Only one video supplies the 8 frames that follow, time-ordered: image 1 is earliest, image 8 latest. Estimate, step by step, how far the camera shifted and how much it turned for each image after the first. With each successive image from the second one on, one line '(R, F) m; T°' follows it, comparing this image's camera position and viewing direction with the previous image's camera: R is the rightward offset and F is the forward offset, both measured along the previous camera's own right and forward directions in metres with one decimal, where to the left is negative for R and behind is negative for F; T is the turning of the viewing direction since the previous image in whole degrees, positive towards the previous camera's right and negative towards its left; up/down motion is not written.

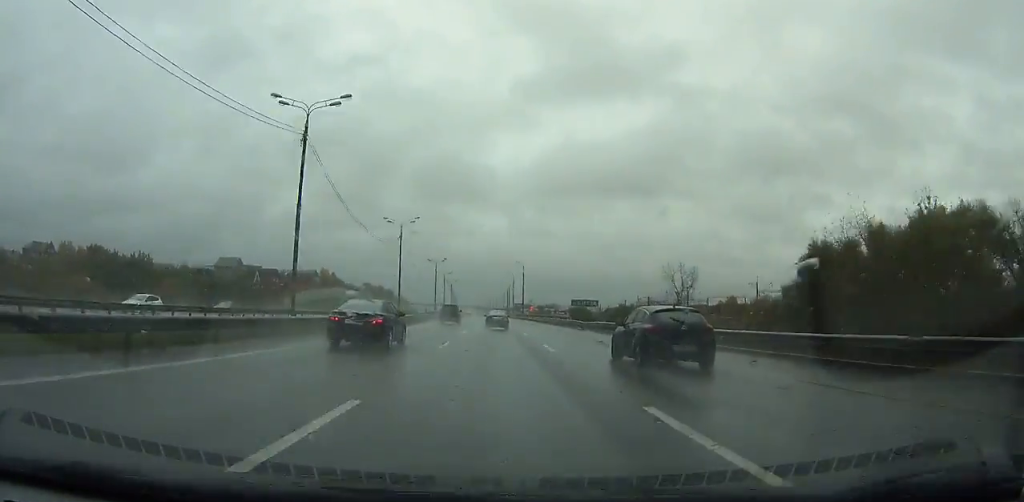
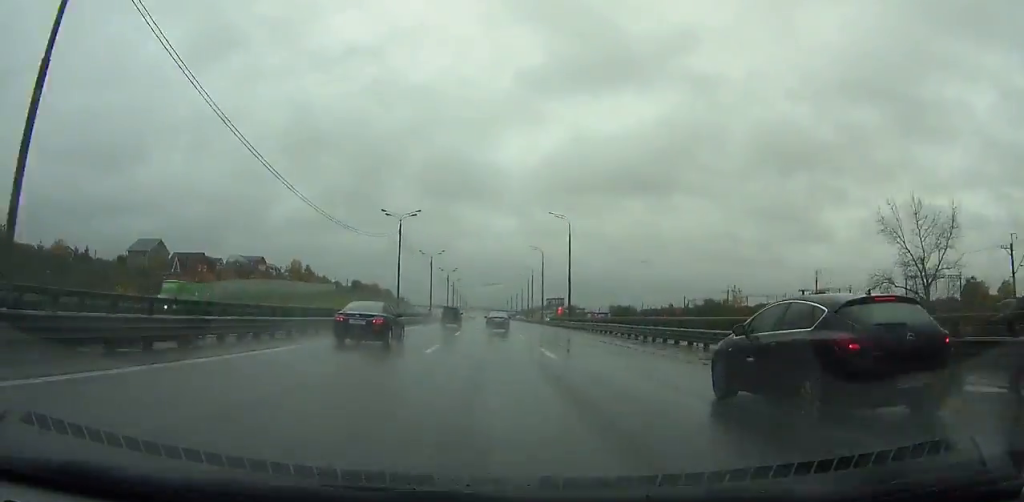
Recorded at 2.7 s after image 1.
(-0.6, +76.0) m; -1°
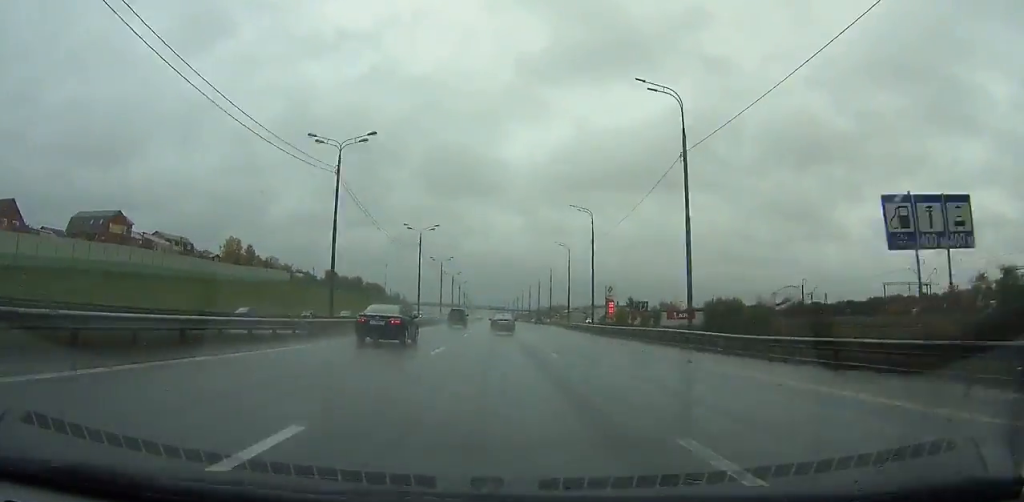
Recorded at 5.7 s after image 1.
(-0.8, +83.8) m; -1°
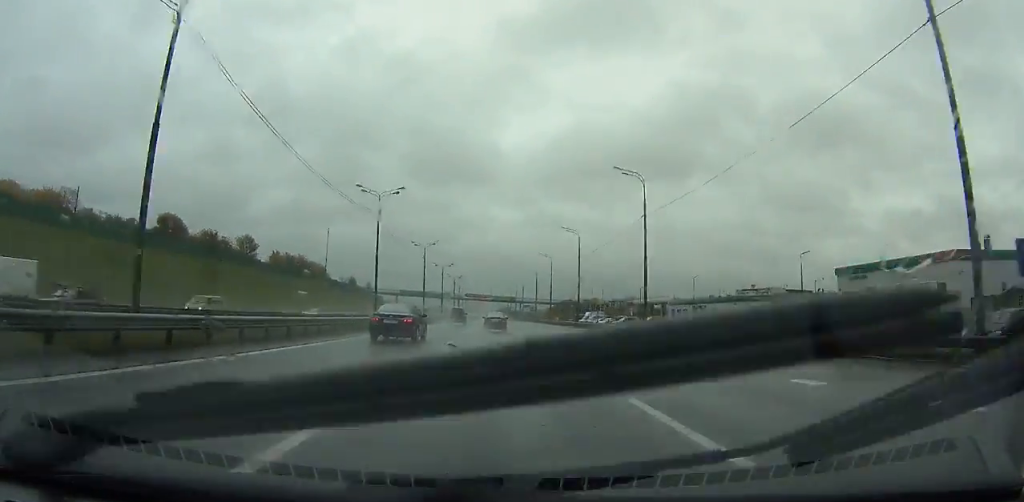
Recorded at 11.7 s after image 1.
(-1.6, +166.1) m; -1°
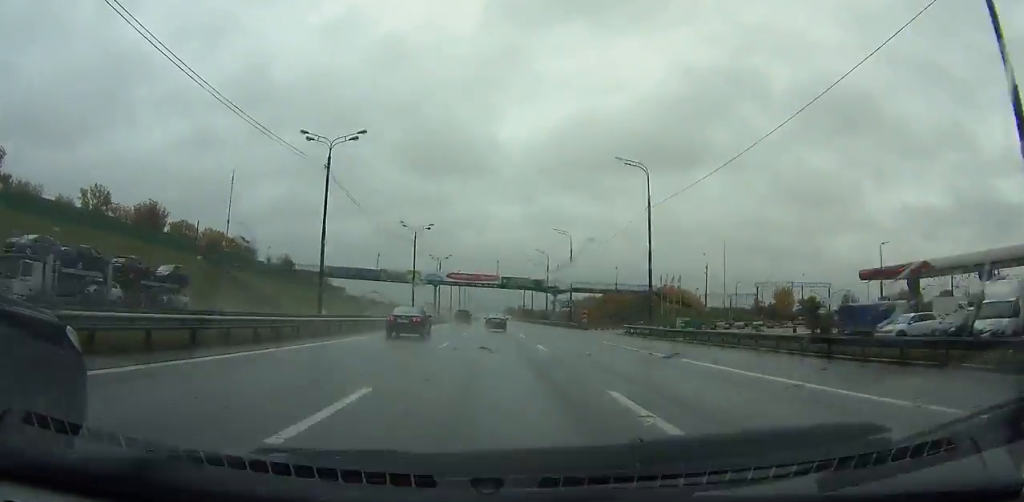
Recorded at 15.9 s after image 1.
(-0.3, +111.9) m; -1°
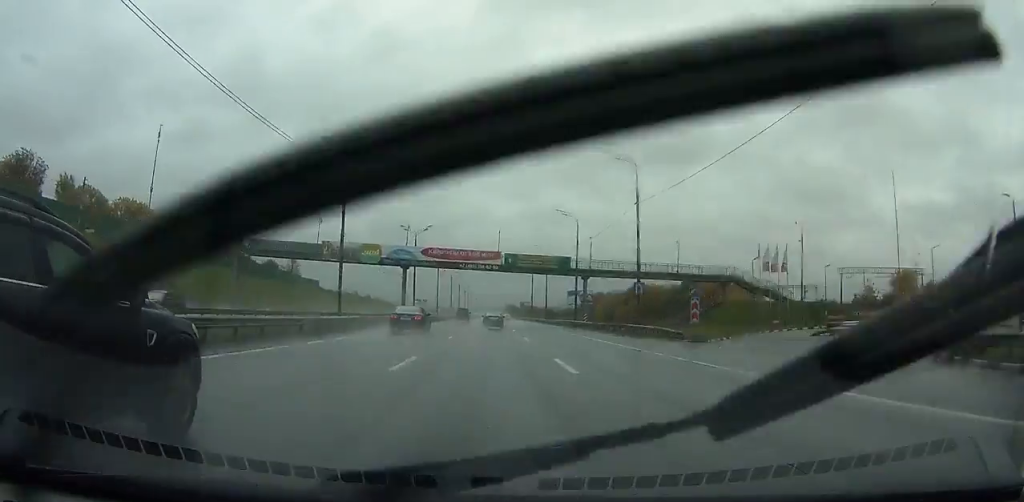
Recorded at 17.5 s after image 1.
(-0.1, +42.3) m; 0°
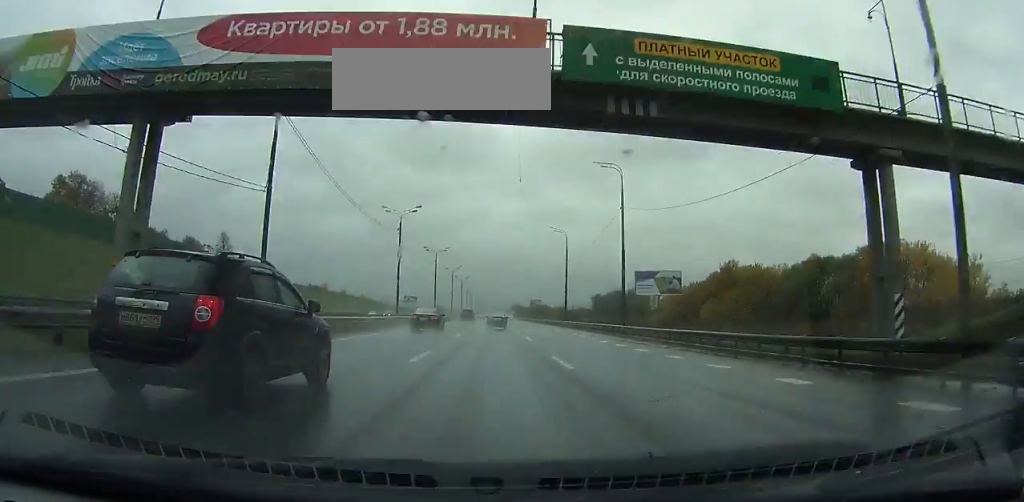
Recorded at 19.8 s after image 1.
(-0.2, +60.9) m; 0°
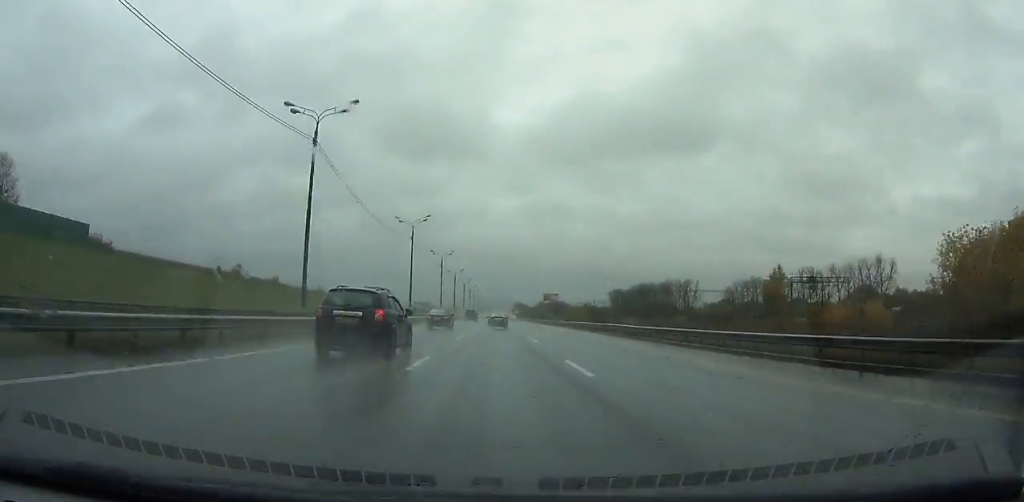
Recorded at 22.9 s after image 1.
(-0.2, +82.7) m; 0°
